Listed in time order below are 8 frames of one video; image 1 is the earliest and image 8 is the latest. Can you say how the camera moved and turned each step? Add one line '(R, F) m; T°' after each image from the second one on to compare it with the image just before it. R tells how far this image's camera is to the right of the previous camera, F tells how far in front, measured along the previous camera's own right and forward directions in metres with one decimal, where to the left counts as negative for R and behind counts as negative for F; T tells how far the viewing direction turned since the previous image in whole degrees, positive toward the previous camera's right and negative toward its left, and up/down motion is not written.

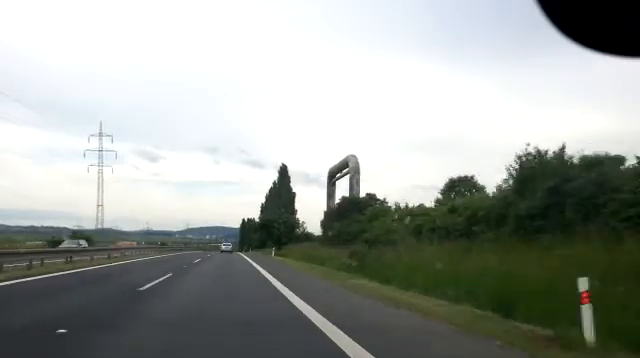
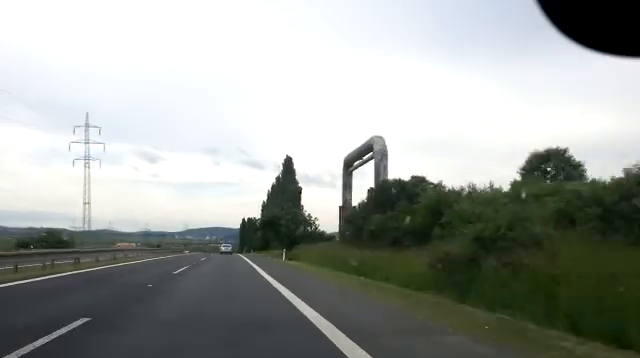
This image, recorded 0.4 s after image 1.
(0.0, +10.5) m; 0°
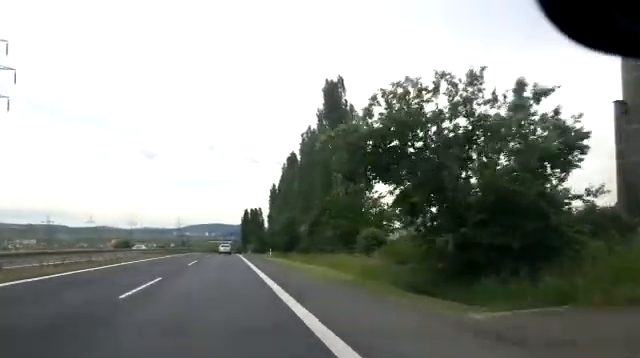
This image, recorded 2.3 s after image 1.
(+0.1, +44.7) m; +1°
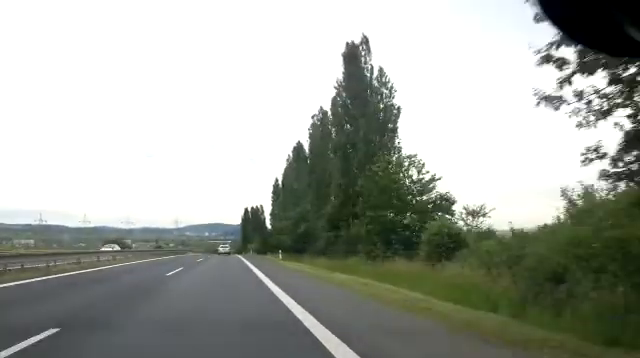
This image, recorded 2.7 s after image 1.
(+0.1, +9.8) m; 0°
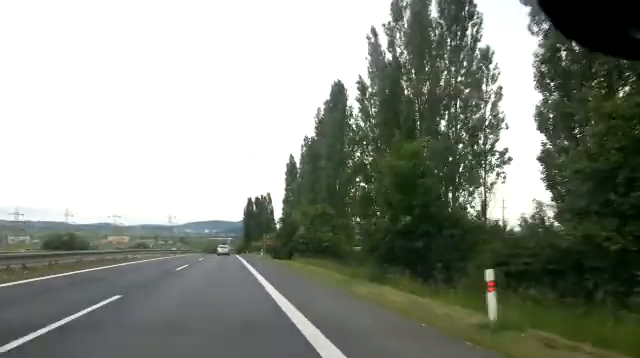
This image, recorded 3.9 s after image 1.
(+0.2, +31.0) m; 0°
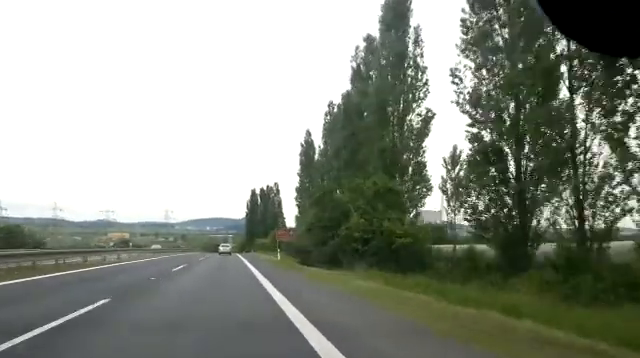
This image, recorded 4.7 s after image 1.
(-0.2, +18.9) m; 0°
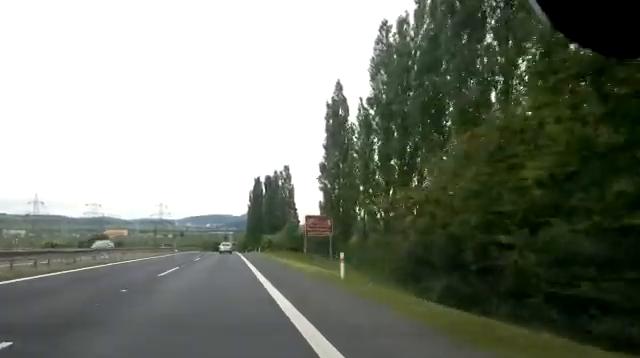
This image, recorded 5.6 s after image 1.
(0.0, +22.1) m; 0°
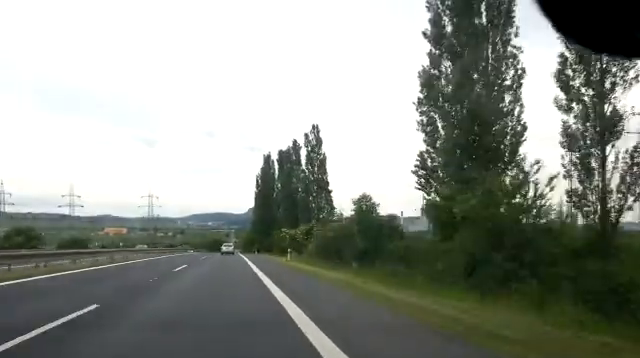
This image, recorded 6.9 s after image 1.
(+0.1, +31.7) m; 0°
